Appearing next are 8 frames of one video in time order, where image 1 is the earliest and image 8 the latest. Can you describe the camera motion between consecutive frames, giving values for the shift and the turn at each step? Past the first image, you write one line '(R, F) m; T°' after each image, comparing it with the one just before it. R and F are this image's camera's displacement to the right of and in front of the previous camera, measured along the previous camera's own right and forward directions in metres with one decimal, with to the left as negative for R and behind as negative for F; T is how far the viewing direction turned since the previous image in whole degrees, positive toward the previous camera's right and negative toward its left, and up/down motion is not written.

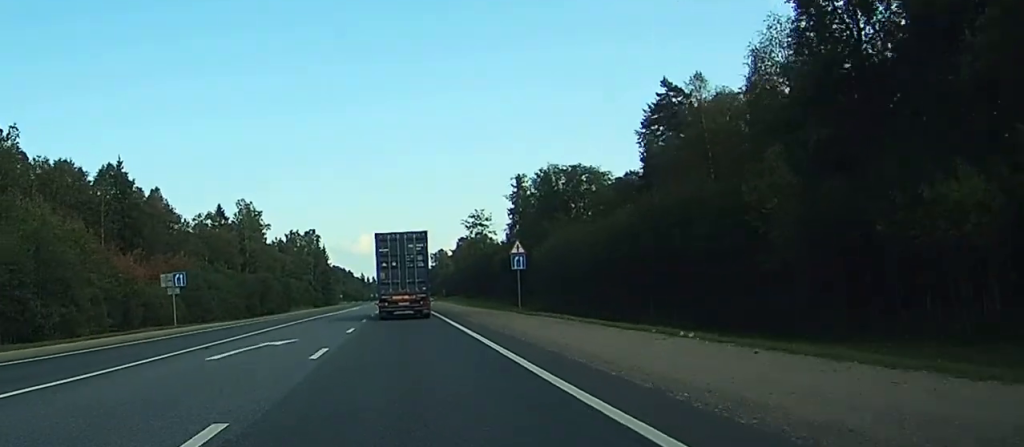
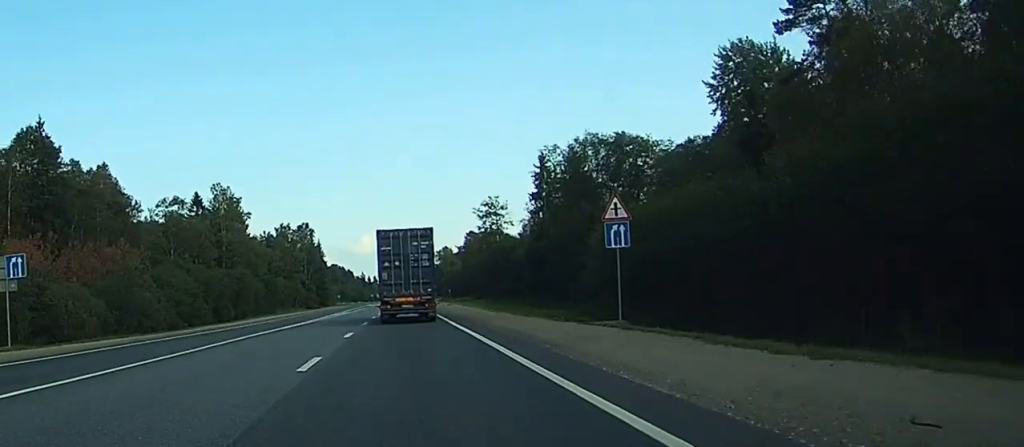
(0.0, +26.7) m; 0°
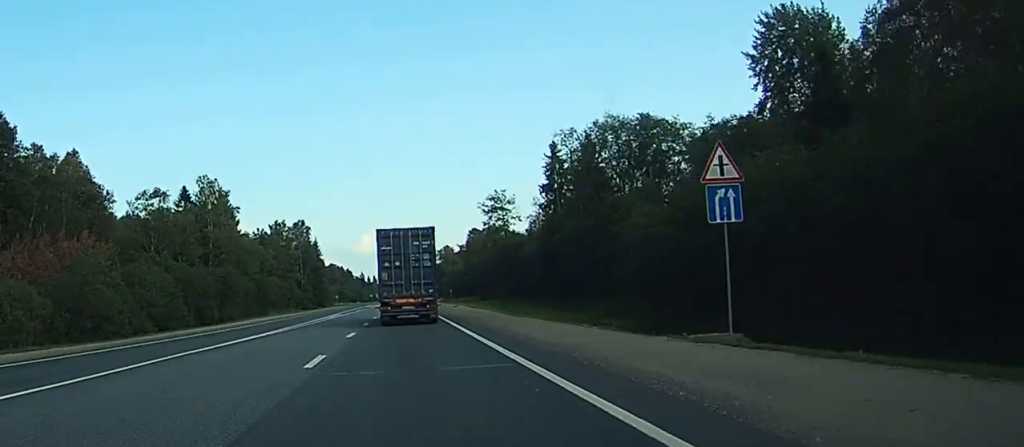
(0.0, +11.1) m; 0°
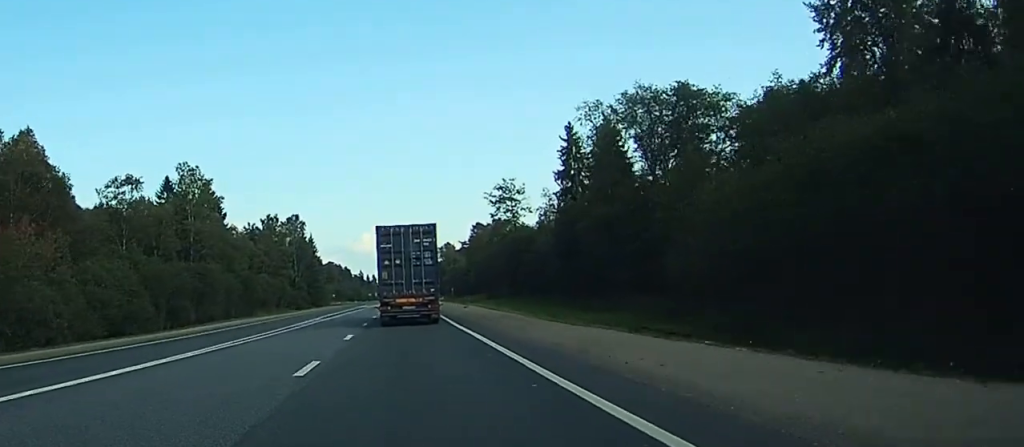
(0.0, +13.5) m; 0°
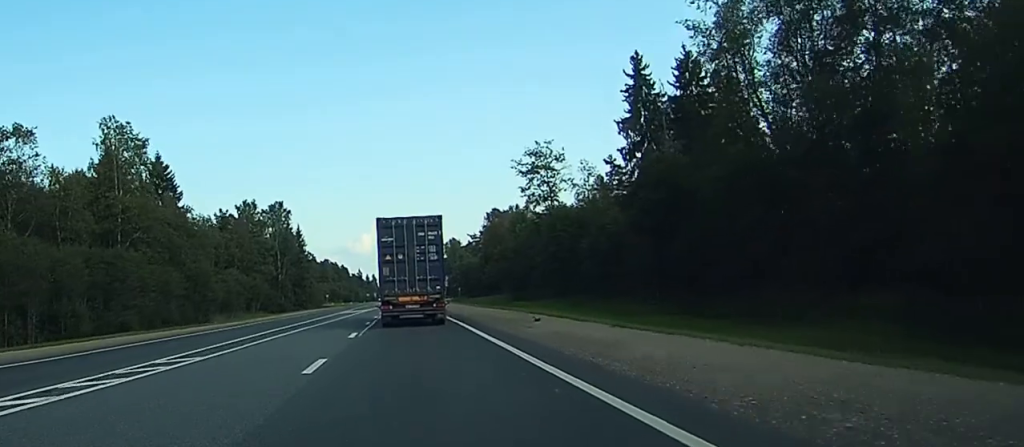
(-0.2, +35.8) m; 0°
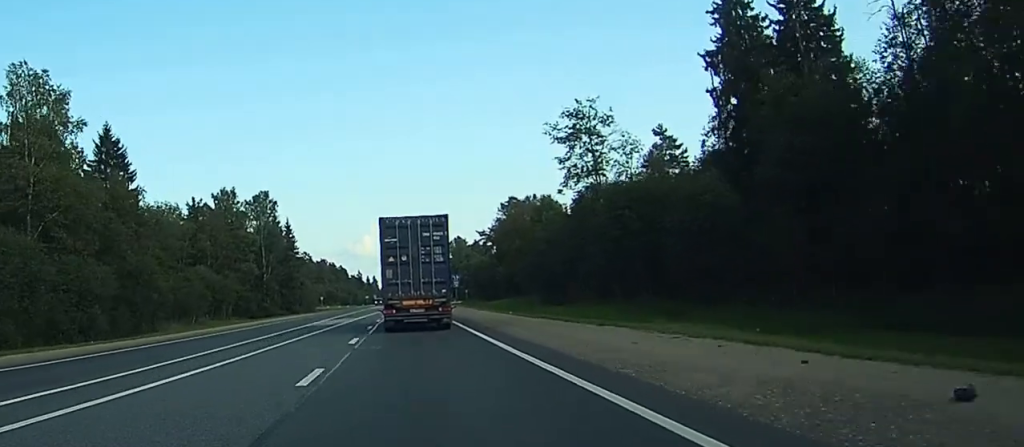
(0.0, +25.5) m; 0°
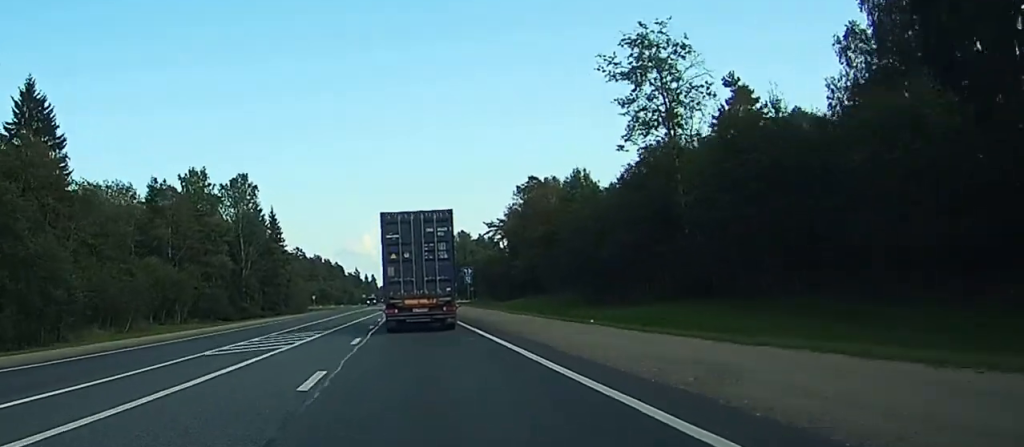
(+0.1, +24.6) m; 0°
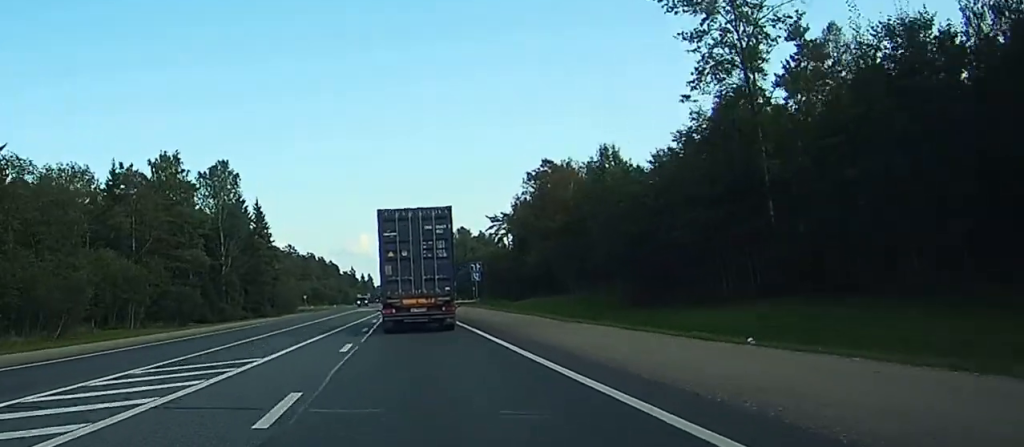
(0.0, +15.5) m; 0°
